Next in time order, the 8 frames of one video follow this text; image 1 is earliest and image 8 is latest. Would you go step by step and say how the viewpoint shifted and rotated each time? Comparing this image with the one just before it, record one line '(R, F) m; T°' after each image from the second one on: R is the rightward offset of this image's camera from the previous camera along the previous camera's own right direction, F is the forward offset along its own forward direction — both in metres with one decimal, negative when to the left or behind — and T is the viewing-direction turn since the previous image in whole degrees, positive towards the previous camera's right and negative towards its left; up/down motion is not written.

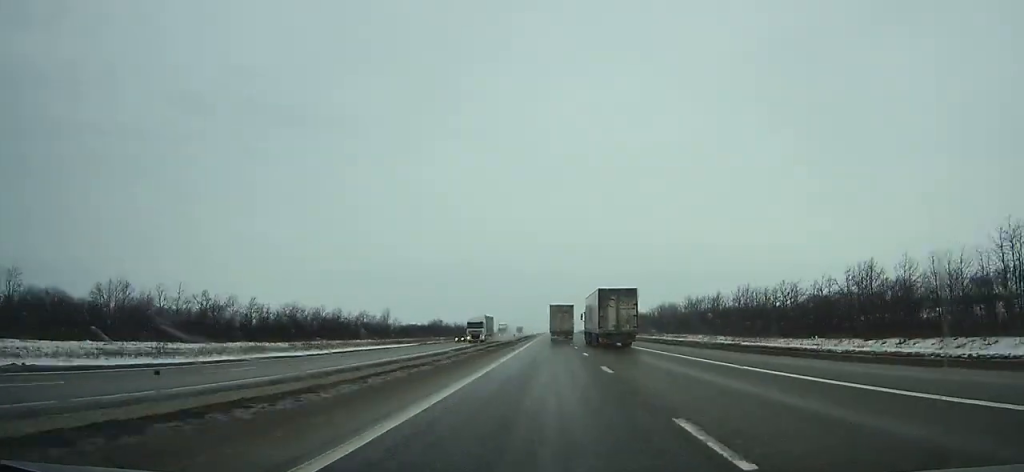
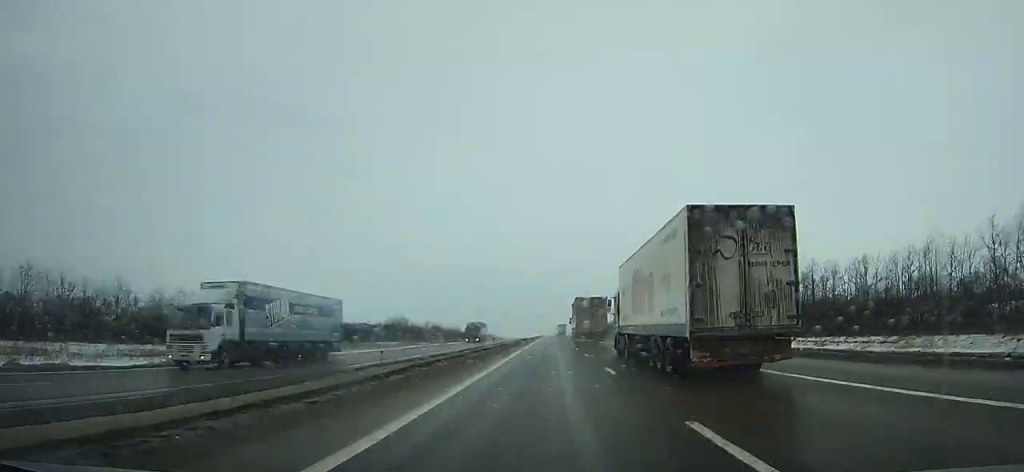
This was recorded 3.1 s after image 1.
(+0.1, +84.3) m; 0°
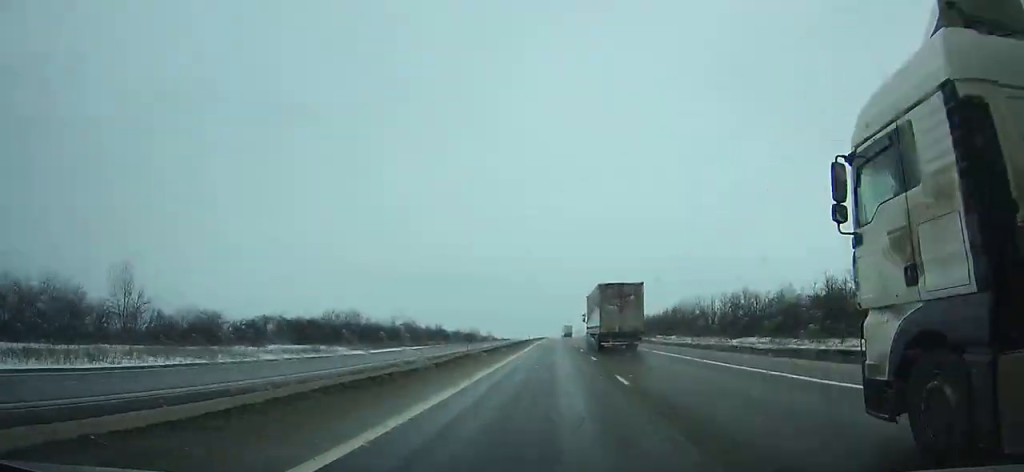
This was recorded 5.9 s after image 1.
(-0.3, +76.5) m; 0°
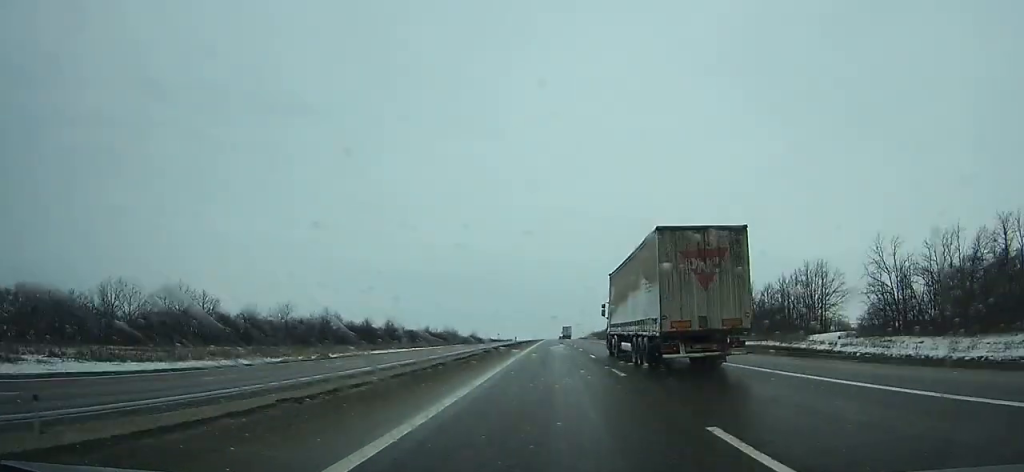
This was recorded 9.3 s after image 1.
(0.0, +93.3) m; 0°
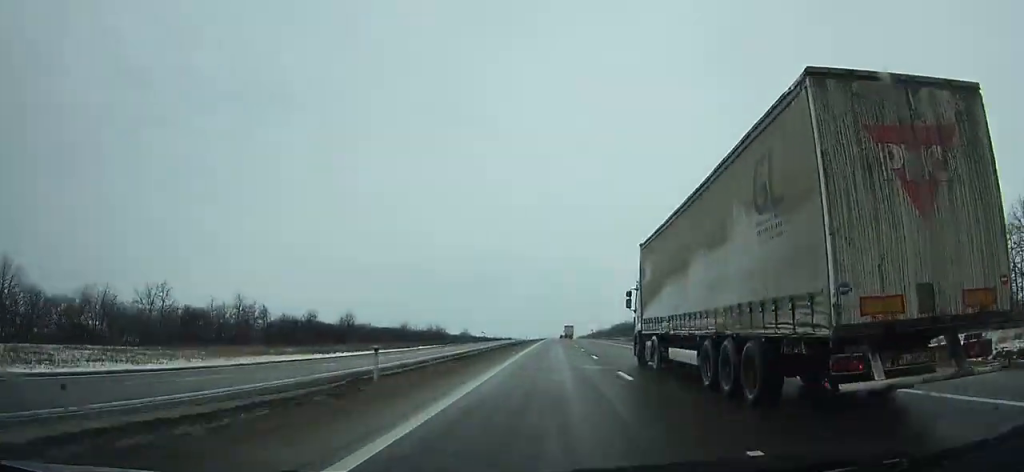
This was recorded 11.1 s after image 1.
(0.0, +49.9) m; 0°
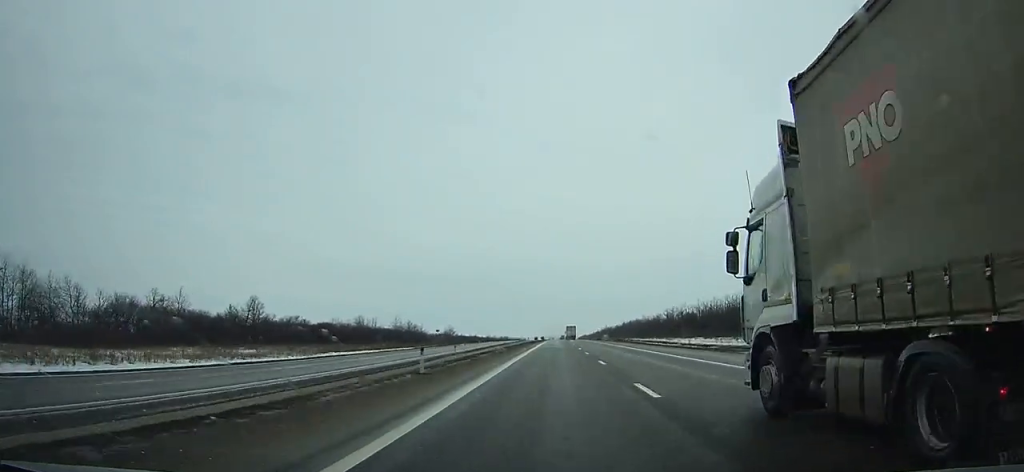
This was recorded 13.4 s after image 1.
(0.0, +64.0) m; 0°
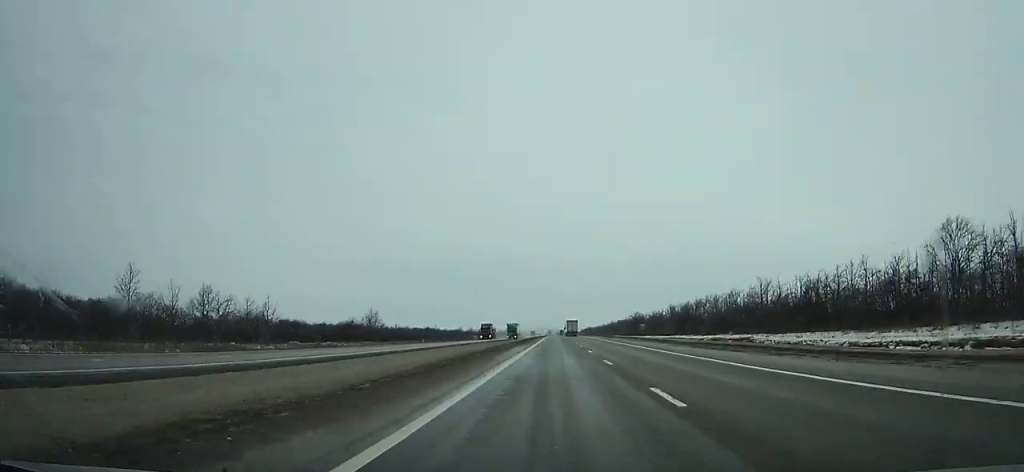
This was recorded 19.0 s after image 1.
(+0.1, +157.7) m; 0°
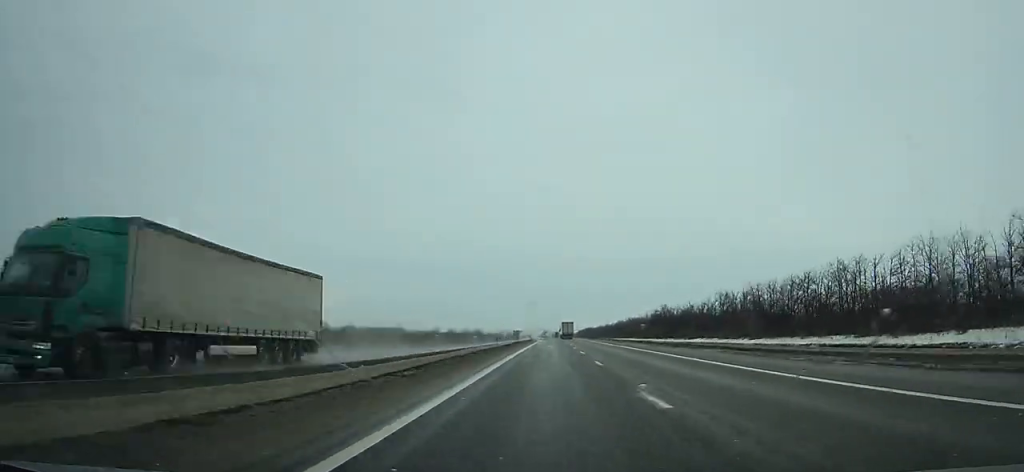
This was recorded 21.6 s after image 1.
(+0.1, +73.9) m; 0°
